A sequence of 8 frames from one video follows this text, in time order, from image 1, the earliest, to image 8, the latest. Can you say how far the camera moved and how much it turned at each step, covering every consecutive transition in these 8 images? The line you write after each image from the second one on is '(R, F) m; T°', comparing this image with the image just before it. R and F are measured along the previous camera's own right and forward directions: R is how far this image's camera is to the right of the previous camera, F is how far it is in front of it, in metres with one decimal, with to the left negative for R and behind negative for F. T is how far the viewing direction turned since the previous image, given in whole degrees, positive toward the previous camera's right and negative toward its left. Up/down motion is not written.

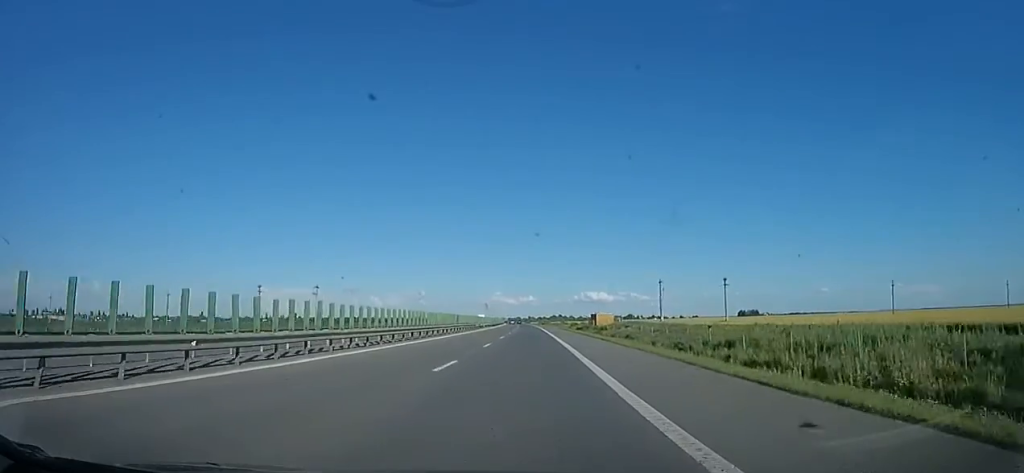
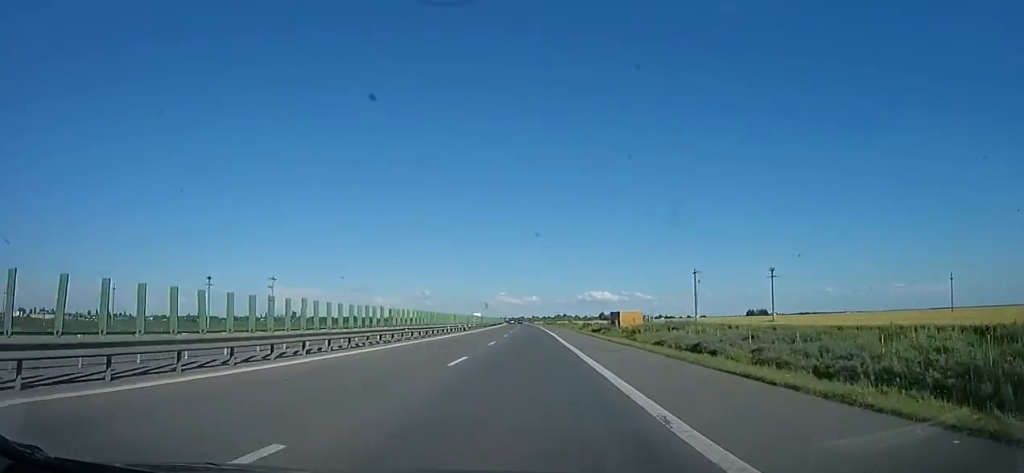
(-0.4, +24.4) m; -1°
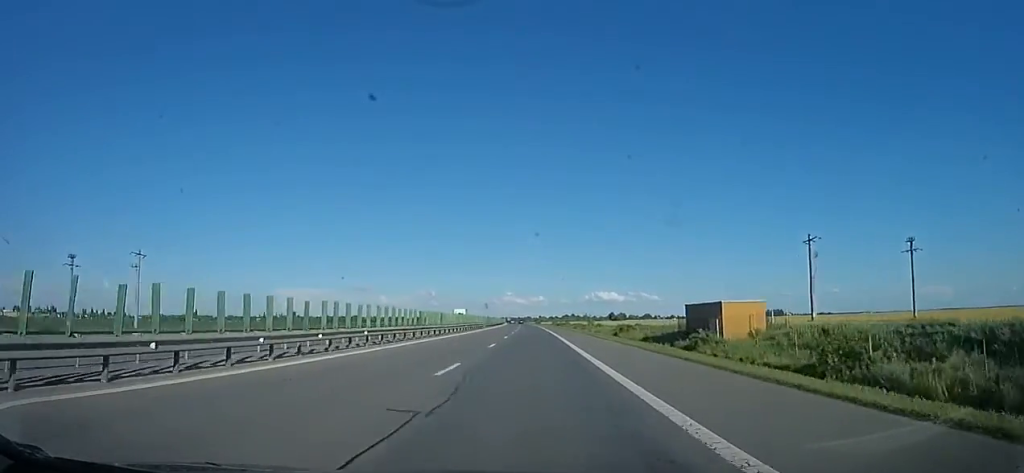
(-0.4, +43.3) m; 0°
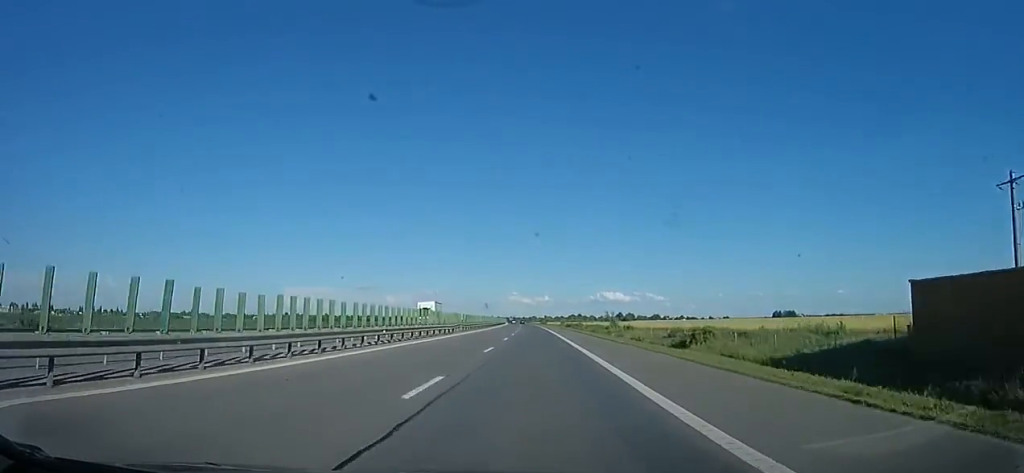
(+0.2, +31.3) m; 0°
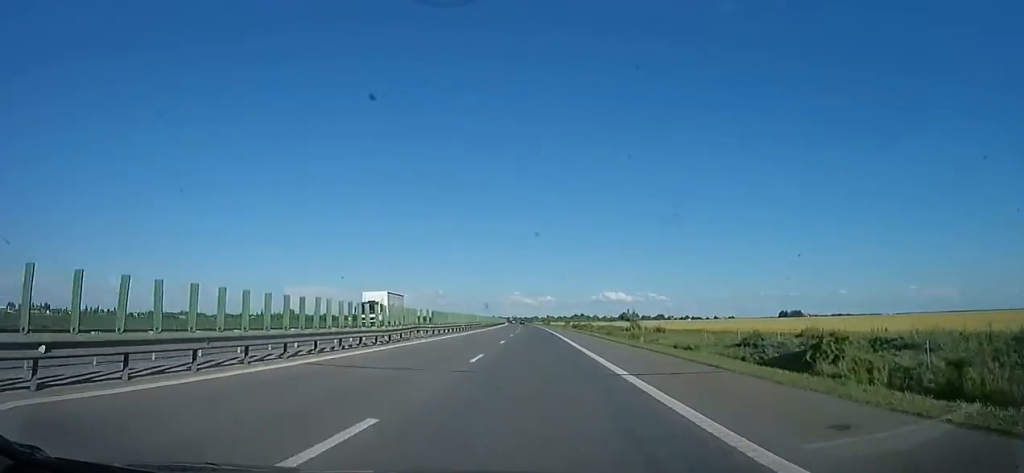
(-0.1, +17.0) m; 0°
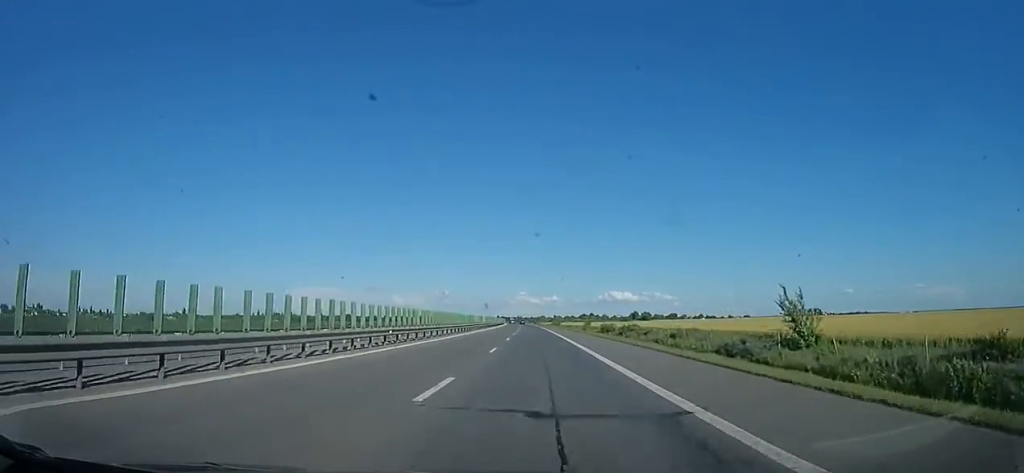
(-0.4, +40.9) m; -1°
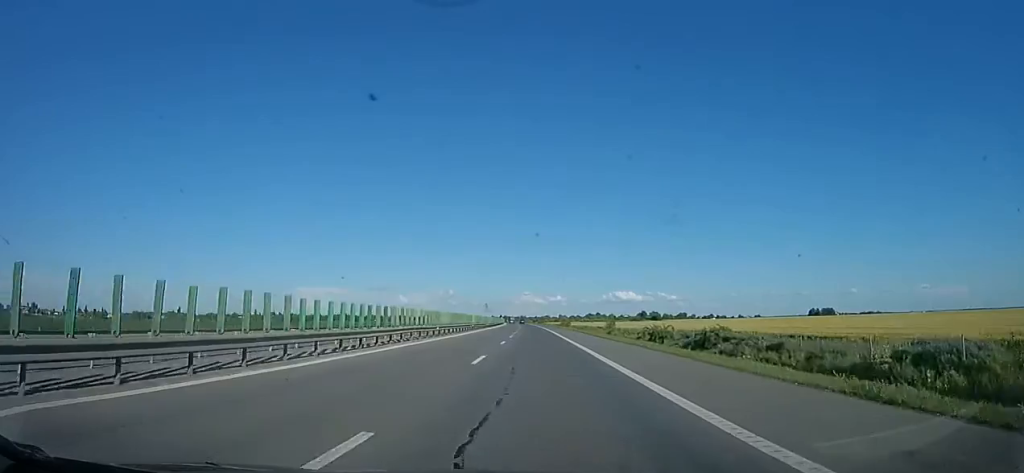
(-0.1, +26.4) m; 0°
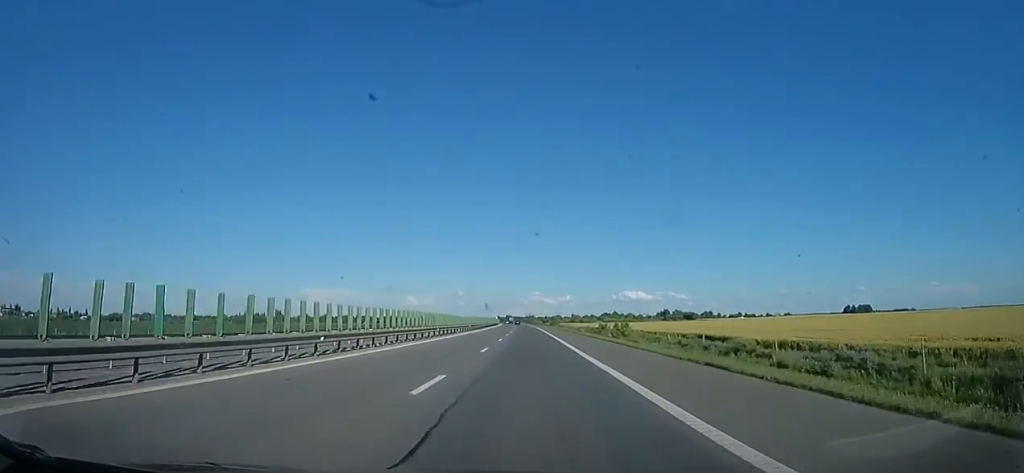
(-1.1, +76.5) m; -2°
